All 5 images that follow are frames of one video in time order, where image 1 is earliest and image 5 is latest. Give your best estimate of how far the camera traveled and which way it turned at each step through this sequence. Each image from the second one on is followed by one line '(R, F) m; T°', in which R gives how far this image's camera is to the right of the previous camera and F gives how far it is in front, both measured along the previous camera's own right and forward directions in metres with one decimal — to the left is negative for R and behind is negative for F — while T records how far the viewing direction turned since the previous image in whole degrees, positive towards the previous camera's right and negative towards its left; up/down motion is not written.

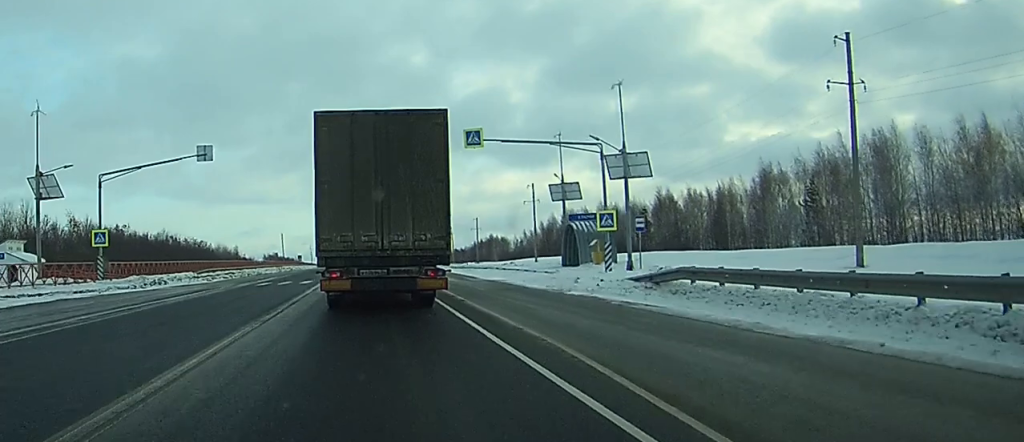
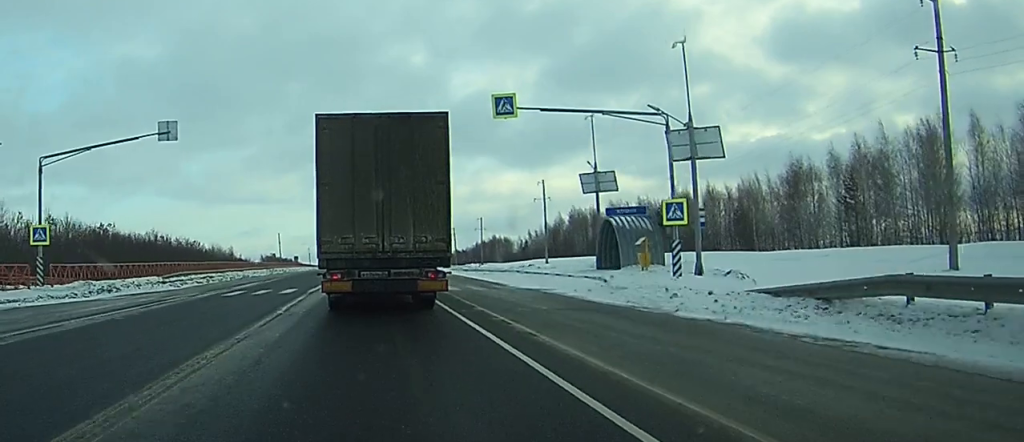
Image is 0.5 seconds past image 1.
(0.0, +9.4) m; 0°
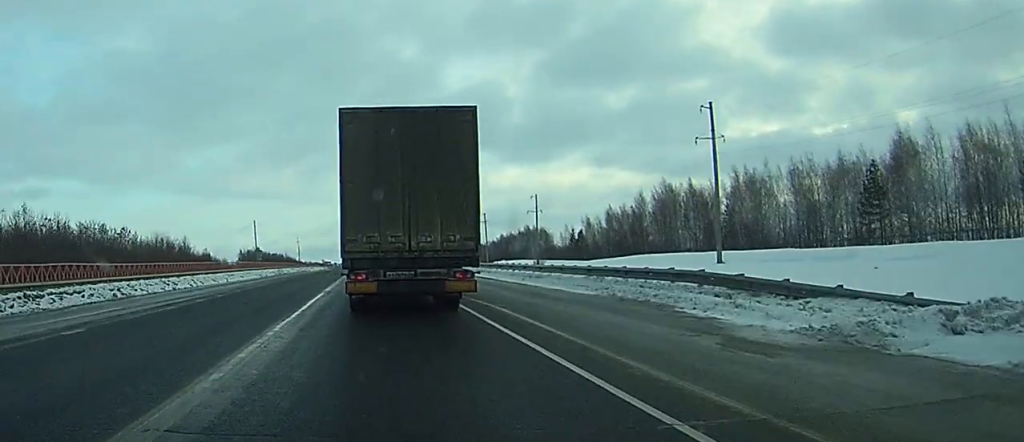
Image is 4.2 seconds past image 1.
(-0.3, +70.6) m; 0°
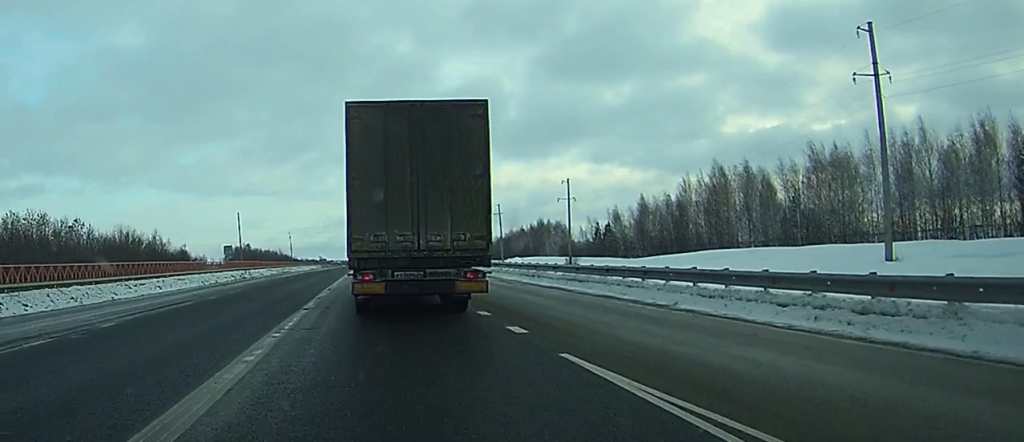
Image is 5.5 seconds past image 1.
(+0.2, +25.8) m; 0°
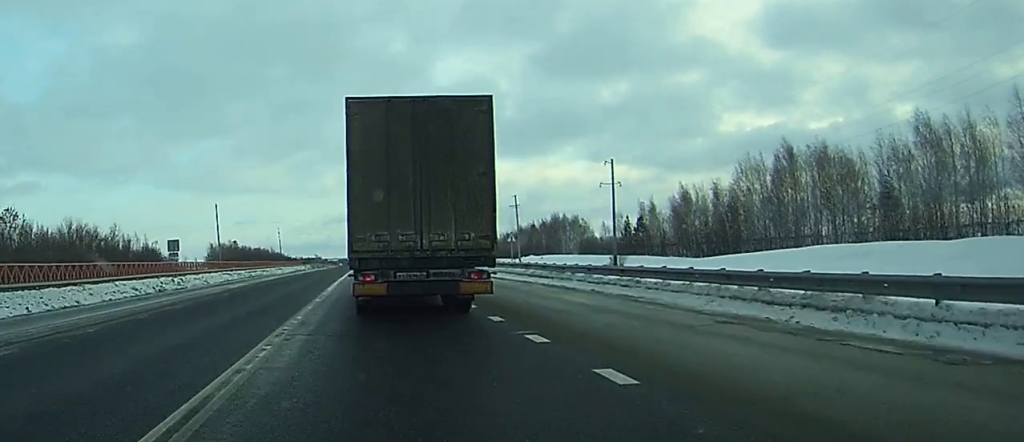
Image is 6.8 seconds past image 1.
(0.0, +25.3) m; 0°
